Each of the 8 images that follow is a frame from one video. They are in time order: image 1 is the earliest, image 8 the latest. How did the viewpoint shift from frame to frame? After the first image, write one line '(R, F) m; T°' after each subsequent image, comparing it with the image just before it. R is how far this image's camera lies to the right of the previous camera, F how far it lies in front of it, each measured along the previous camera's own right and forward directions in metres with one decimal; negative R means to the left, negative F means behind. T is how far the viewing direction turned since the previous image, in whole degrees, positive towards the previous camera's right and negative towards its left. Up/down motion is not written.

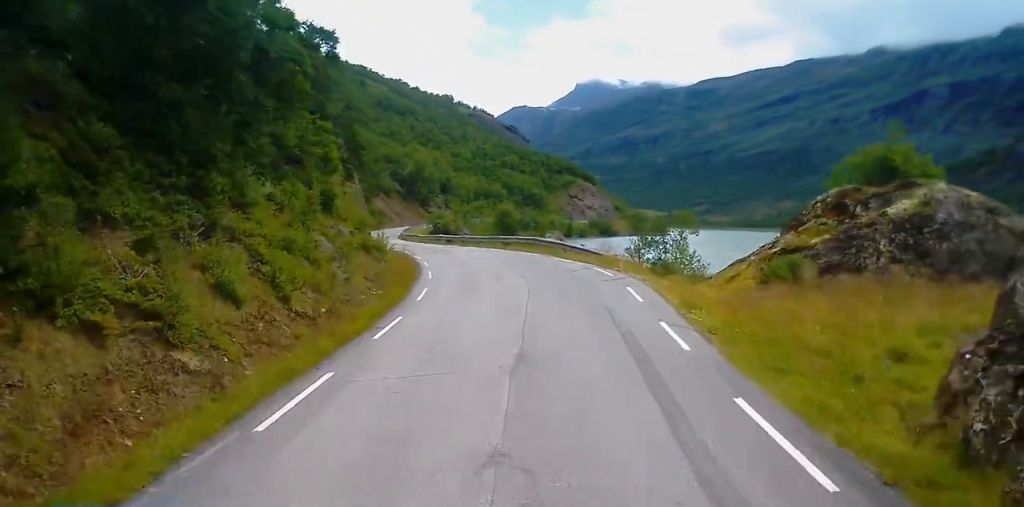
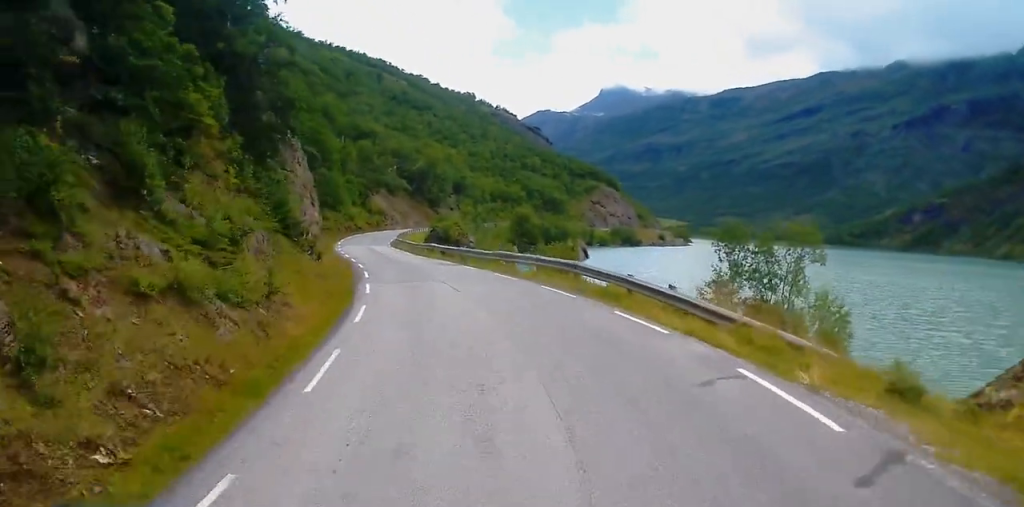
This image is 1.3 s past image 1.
(0.0, +16.7) m; -3°
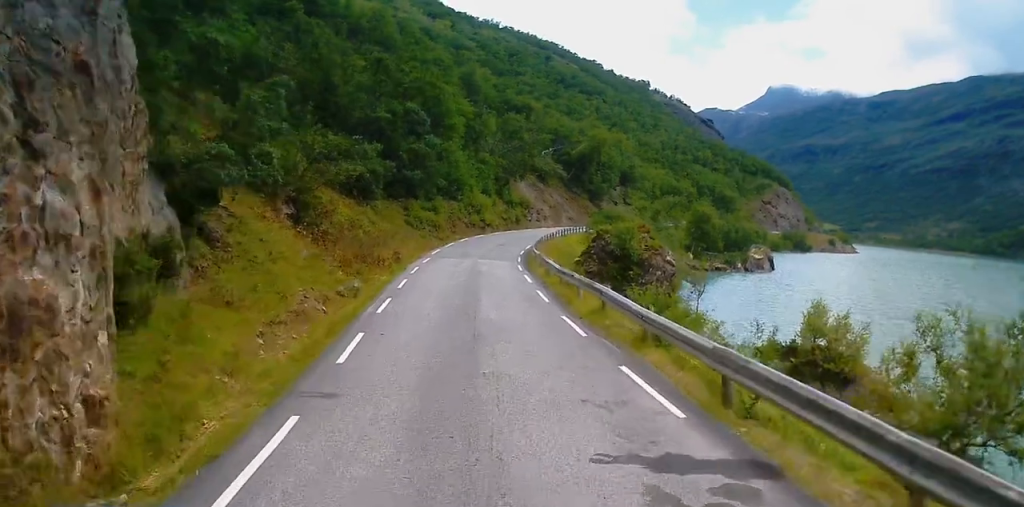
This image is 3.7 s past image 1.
(-1.7, +28.2) m; -7°
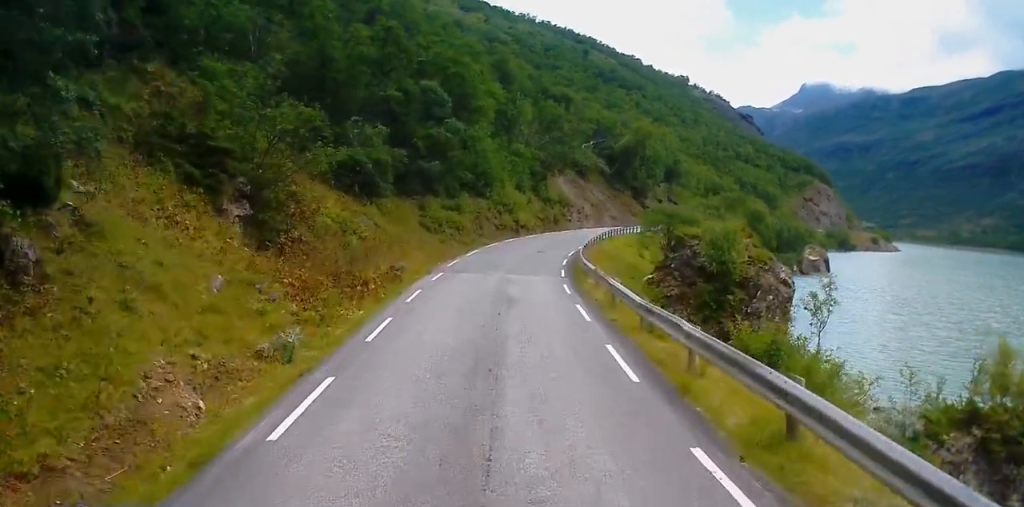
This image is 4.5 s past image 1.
(-0.4, +10.0) m; -4°
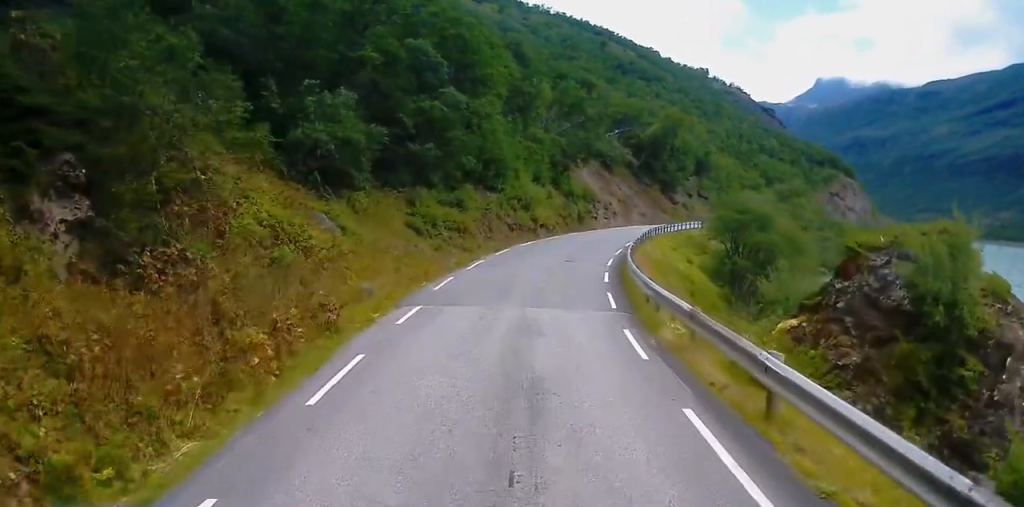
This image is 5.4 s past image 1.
(-0.4, +10.9) m; 0°
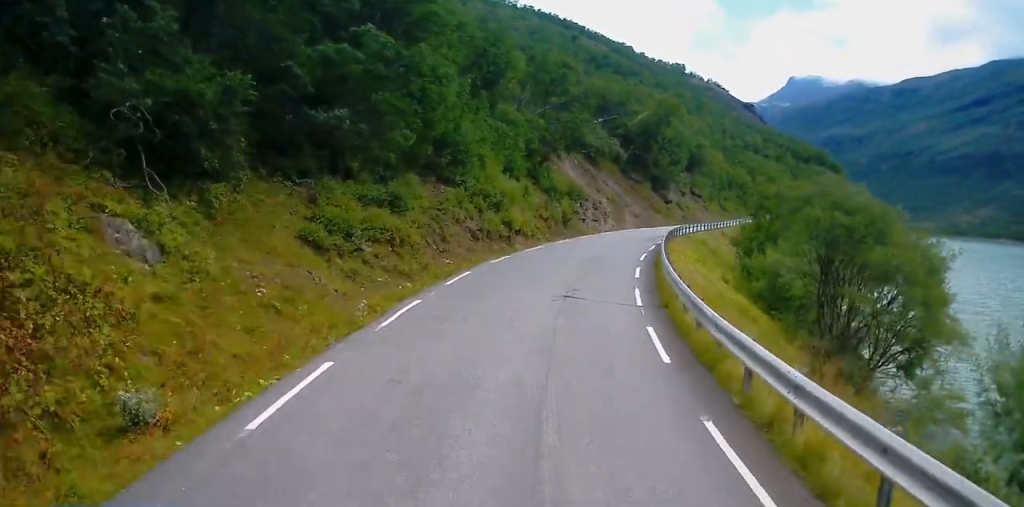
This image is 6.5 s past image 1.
(+0.5, +12.9) m; +3°
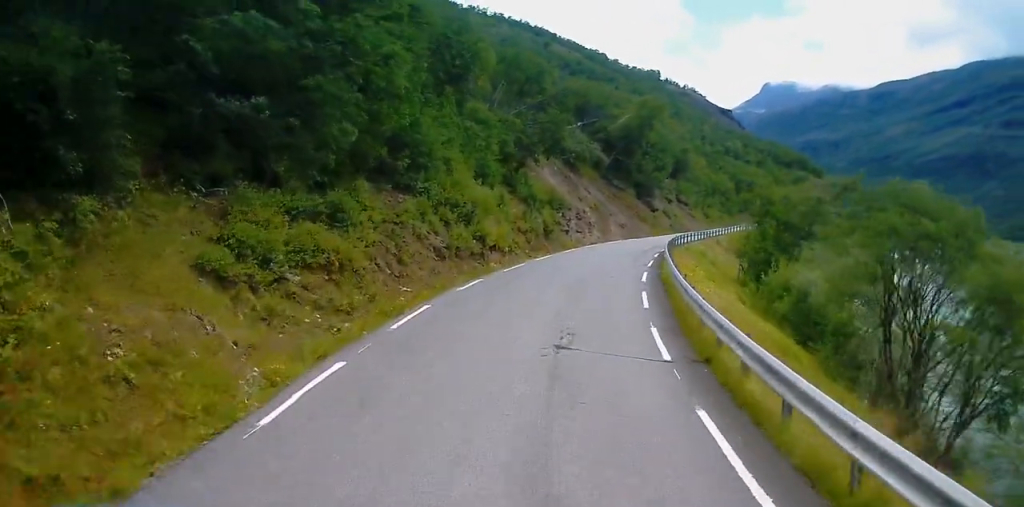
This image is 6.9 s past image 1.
(0.0, +5.5) m; +1°
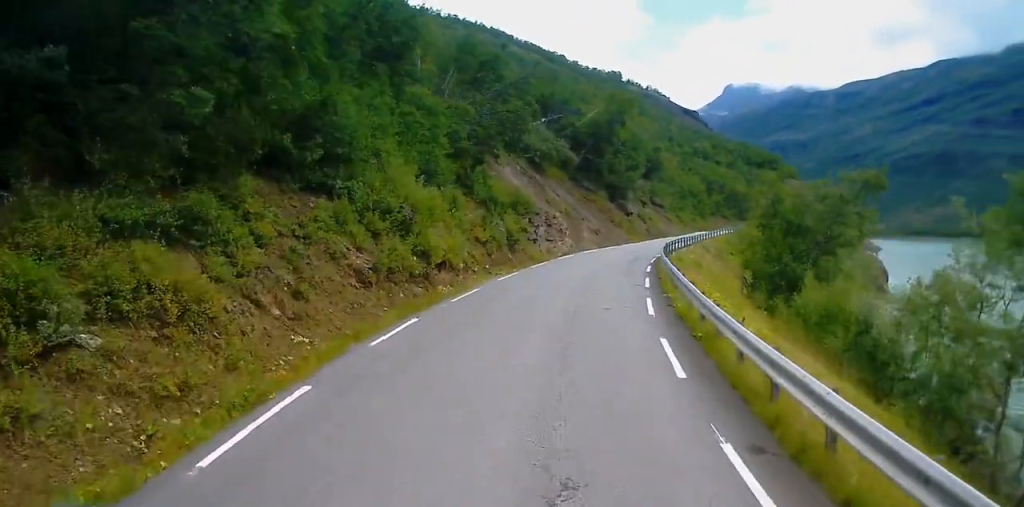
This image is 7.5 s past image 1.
(-0.1, +7.3) m; +2°
